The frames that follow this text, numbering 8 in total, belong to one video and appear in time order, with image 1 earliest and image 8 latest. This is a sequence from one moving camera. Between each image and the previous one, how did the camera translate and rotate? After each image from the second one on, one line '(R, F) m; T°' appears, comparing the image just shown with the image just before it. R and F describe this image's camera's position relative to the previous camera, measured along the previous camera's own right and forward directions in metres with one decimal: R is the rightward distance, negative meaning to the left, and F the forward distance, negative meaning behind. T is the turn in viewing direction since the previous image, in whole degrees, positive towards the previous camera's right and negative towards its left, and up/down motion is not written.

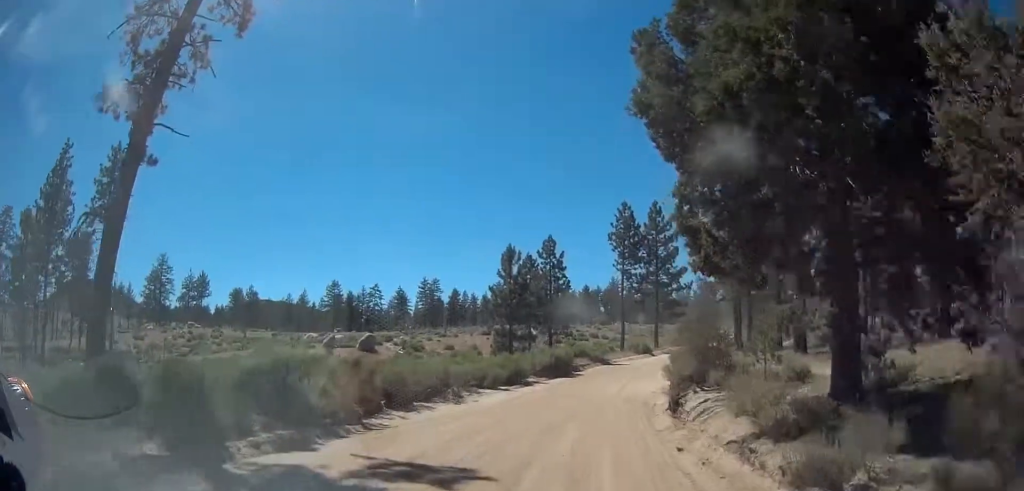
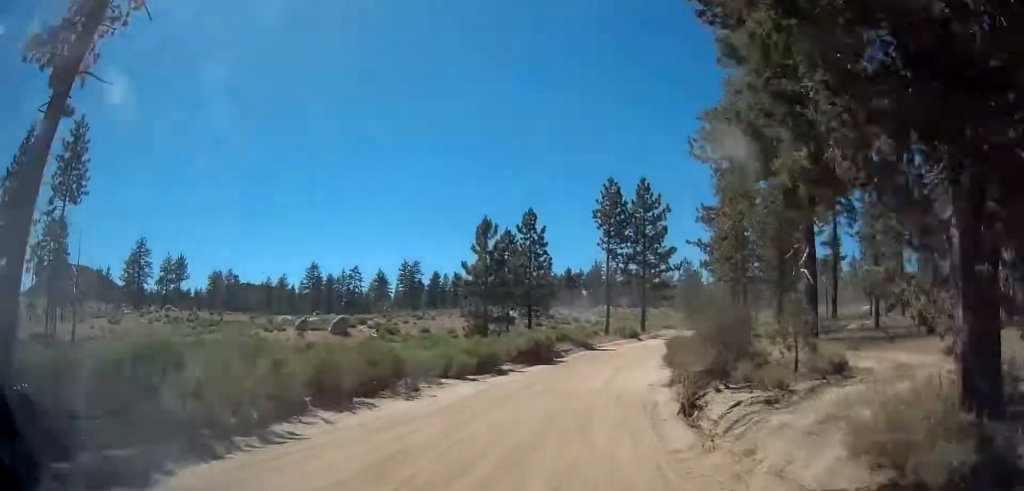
(+0.1, +4.2) m; +2°
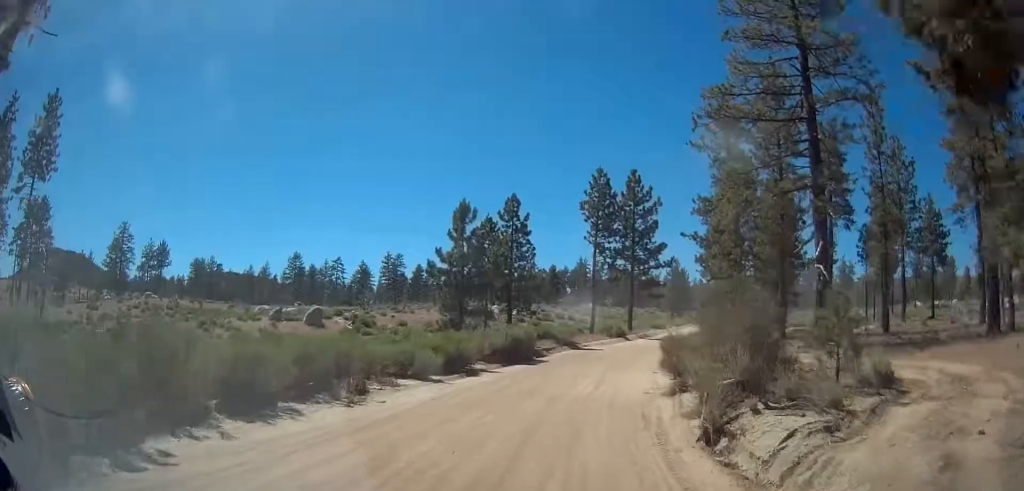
(+0.1, +3.5) m; +1°
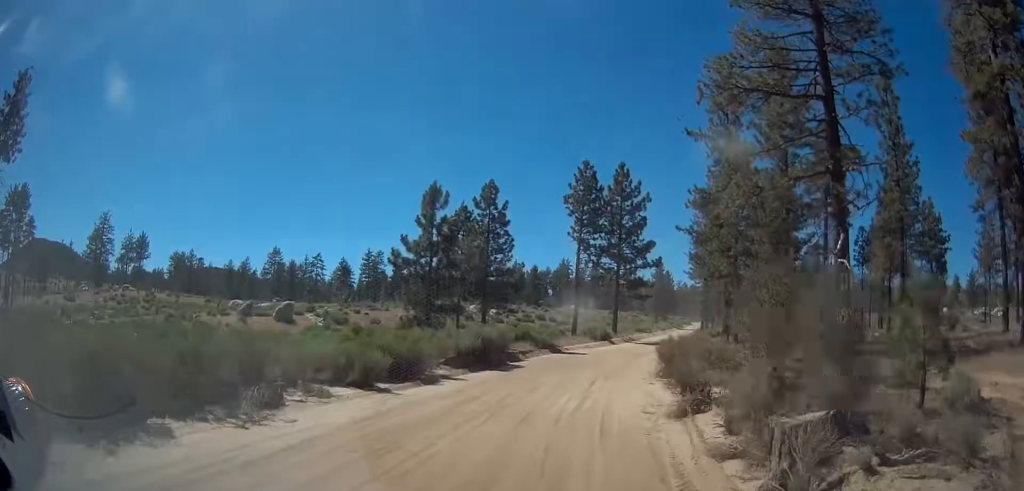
(+0.1, +4.0) m; +1°
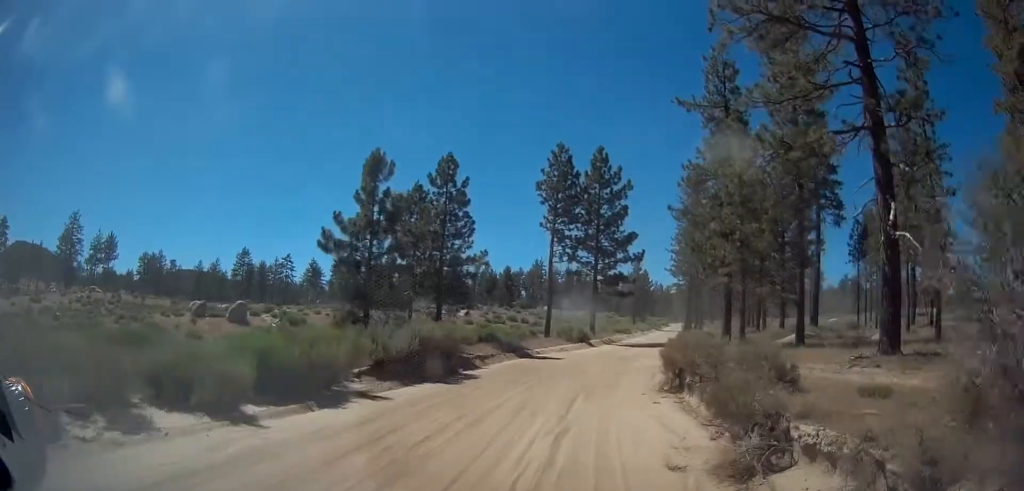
(+0.1, +6.1) m; +2°
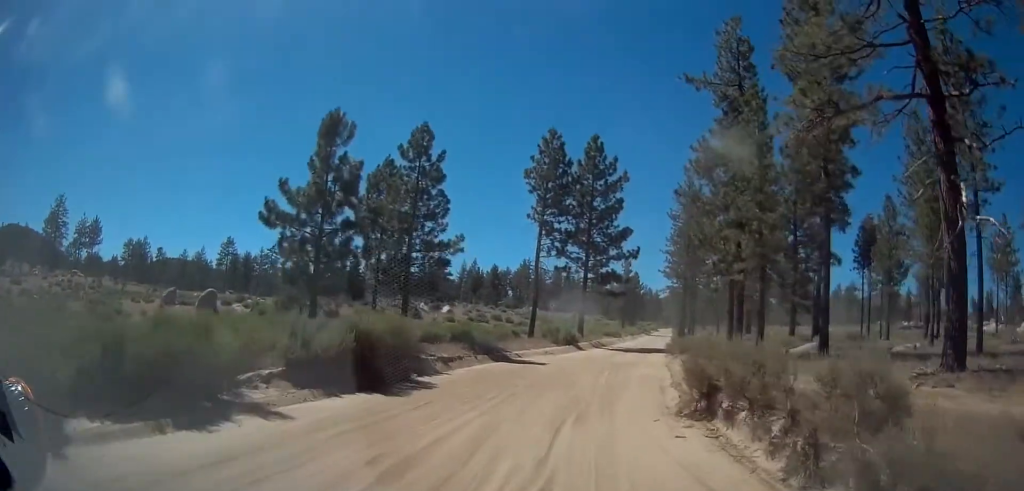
(0.0, +4.5) m; +3°
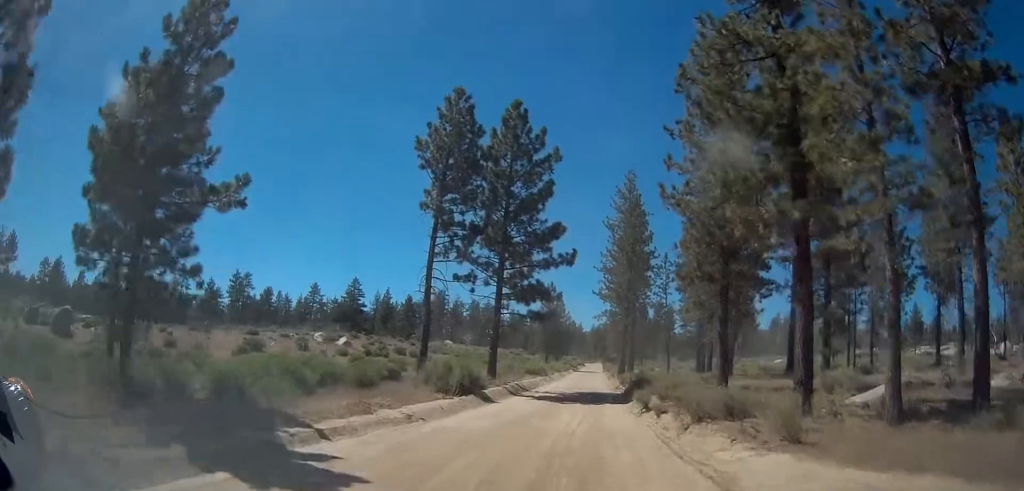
(+0.8, +15.2) m; +3°
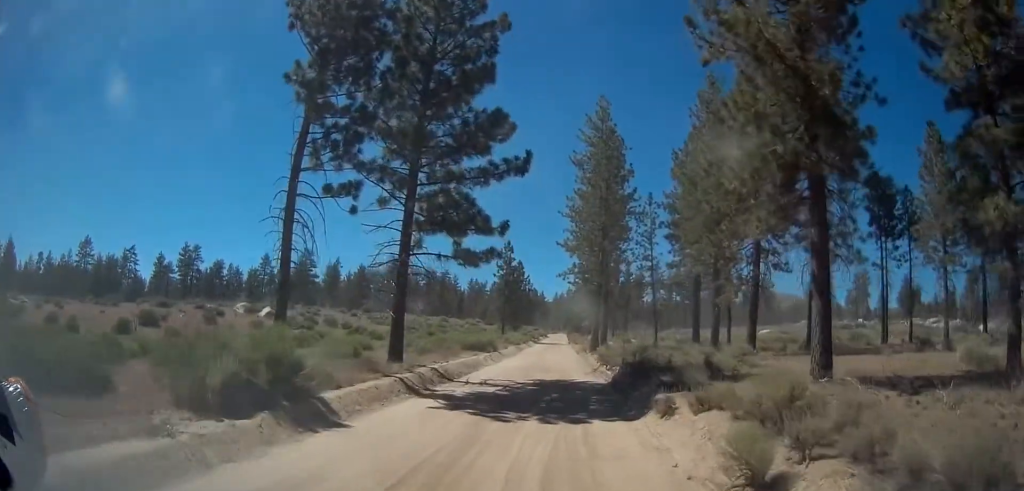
(+0.6, +14.2) m; +8°
